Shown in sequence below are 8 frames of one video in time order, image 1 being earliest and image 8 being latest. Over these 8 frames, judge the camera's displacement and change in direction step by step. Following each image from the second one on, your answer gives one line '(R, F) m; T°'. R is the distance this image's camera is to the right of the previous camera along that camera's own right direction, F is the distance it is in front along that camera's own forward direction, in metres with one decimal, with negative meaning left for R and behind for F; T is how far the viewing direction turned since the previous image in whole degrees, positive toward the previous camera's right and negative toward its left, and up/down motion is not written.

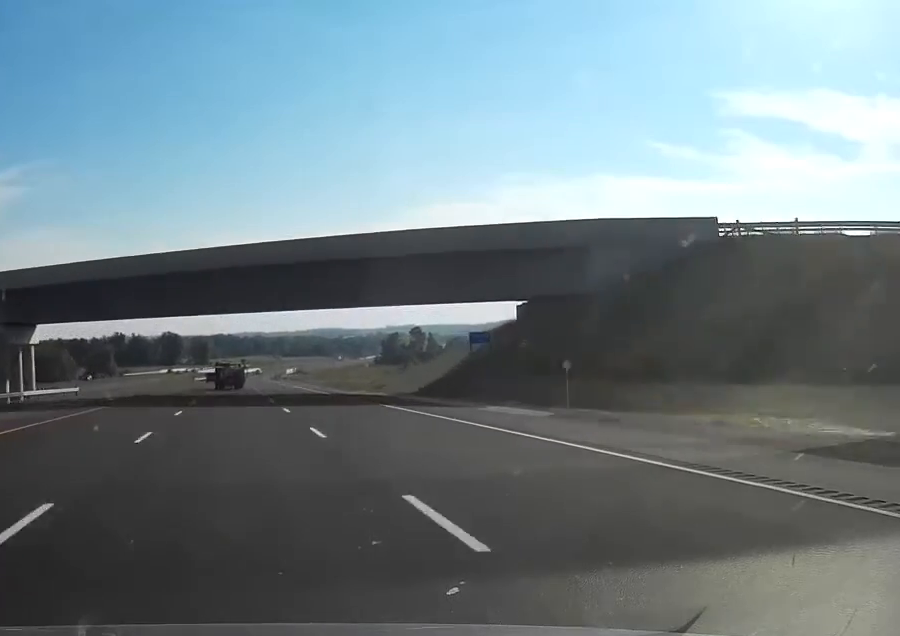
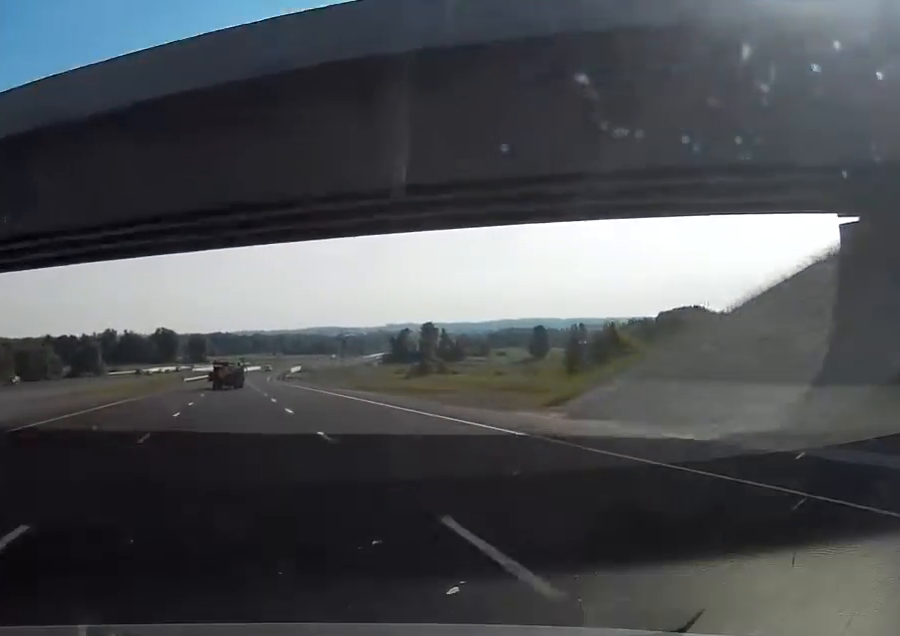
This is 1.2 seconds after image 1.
(+0.2, +37.5) m; 0°
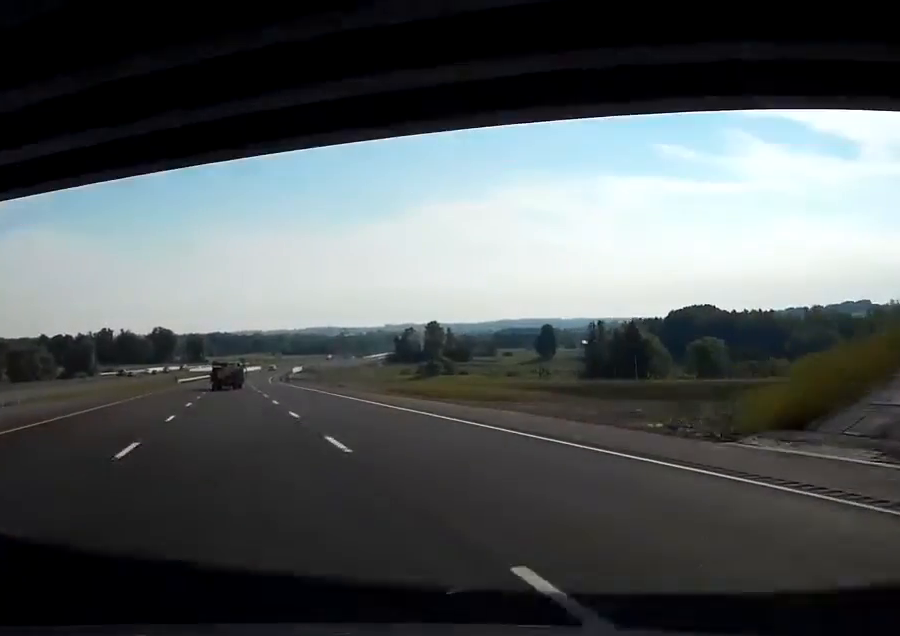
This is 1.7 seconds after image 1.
(0.0, +14.3) m; 0°
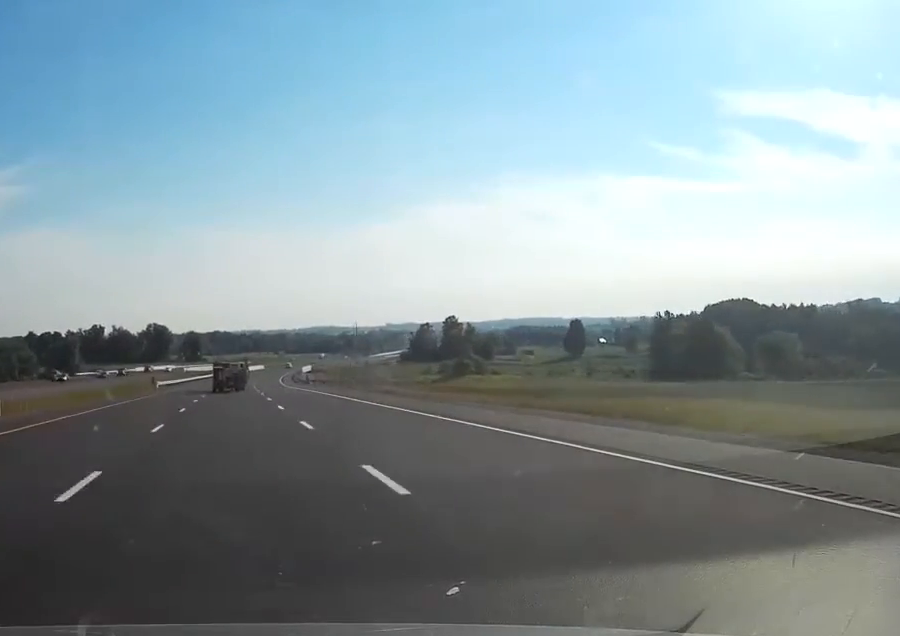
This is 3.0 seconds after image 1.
(0.0, +41.0) m; 0°
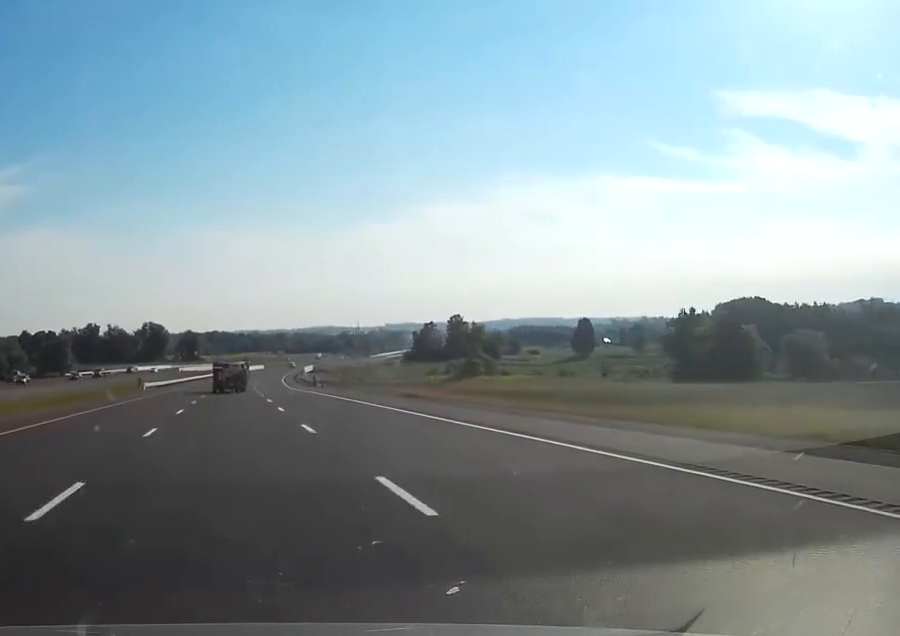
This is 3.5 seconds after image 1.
(0.0, +13.5) m; 0°
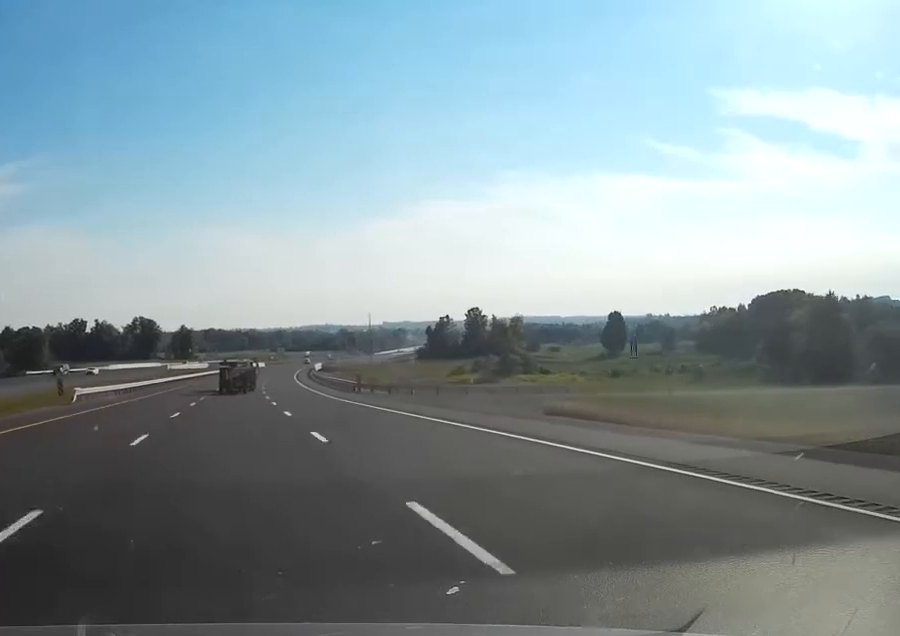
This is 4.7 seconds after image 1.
(+0.3, +38.8) m; +1°
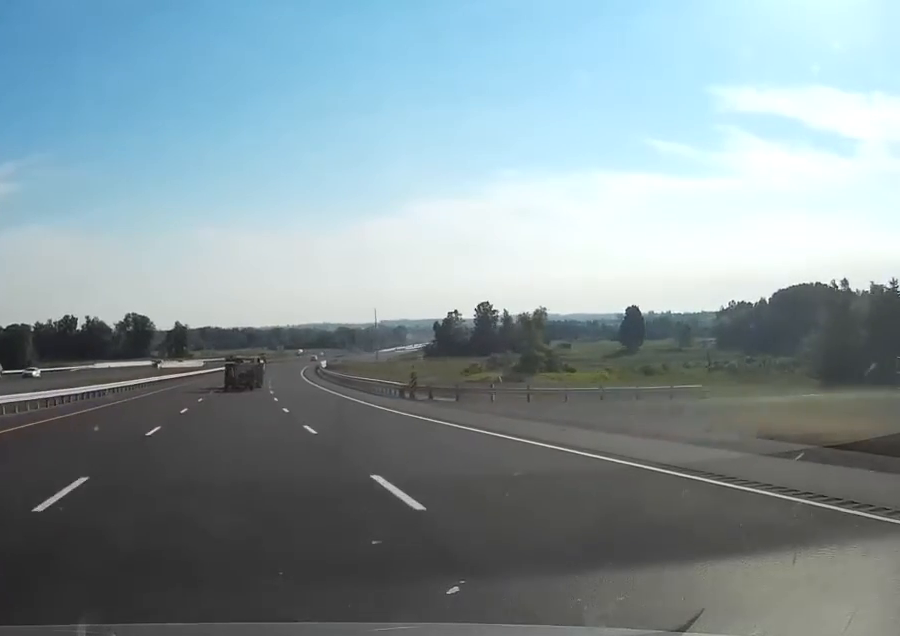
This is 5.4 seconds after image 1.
(+0.1, +21.2) m; 0°
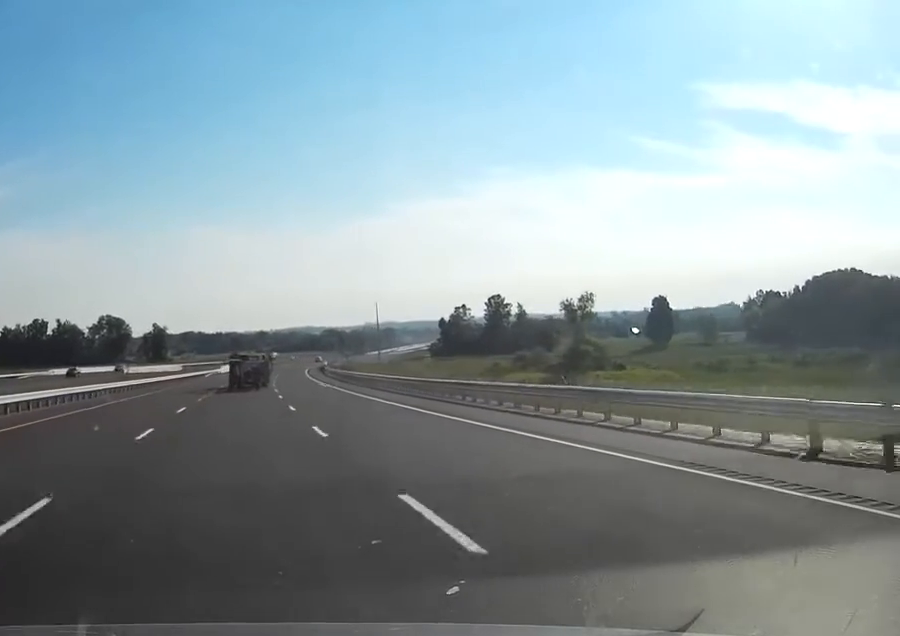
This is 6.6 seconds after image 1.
(0.0, +38.6) m; 0°
